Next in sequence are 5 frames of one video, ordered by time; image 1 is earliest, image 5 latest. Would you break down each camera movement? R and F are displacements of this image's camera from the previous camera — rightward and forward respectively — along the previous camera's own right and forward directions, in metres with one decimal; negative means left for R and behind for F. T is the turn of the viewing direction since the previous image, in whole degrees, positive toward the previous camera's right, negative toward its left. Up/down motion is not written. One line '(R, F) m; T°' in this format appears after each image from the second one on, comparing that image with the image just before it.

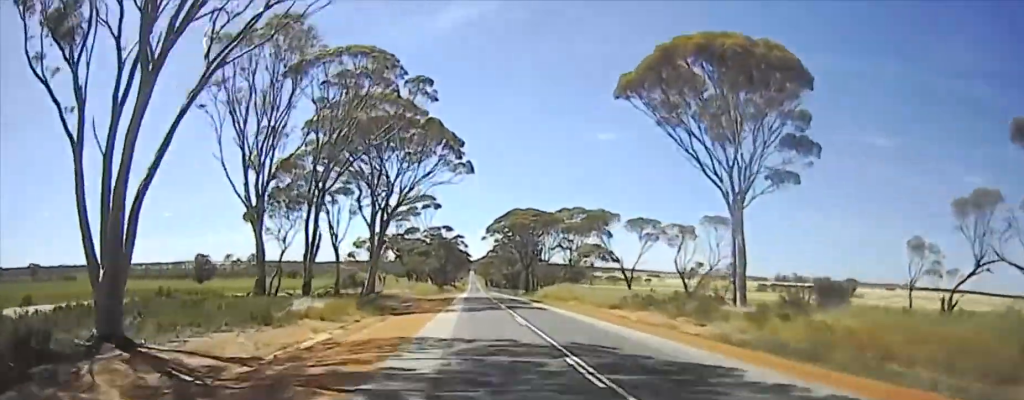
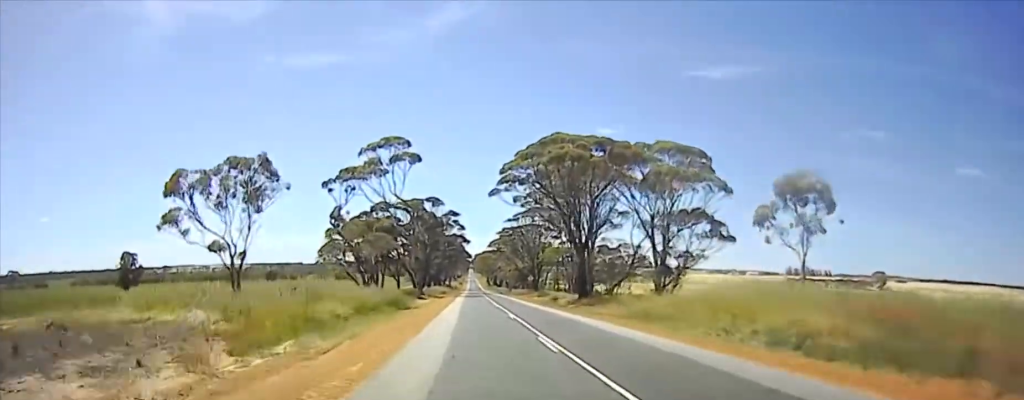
(-3.0, +63.3) m; -1°
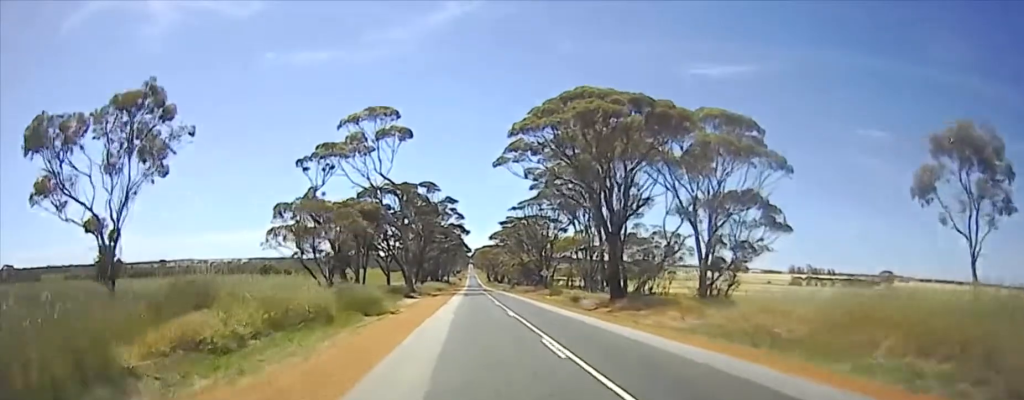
(-0.2, +16.2) m; +2°
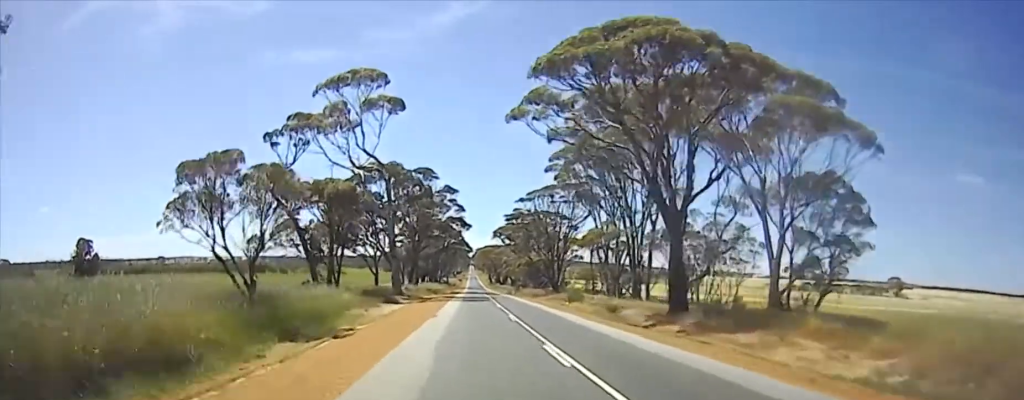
(+1.0, +17.3) m; +1°
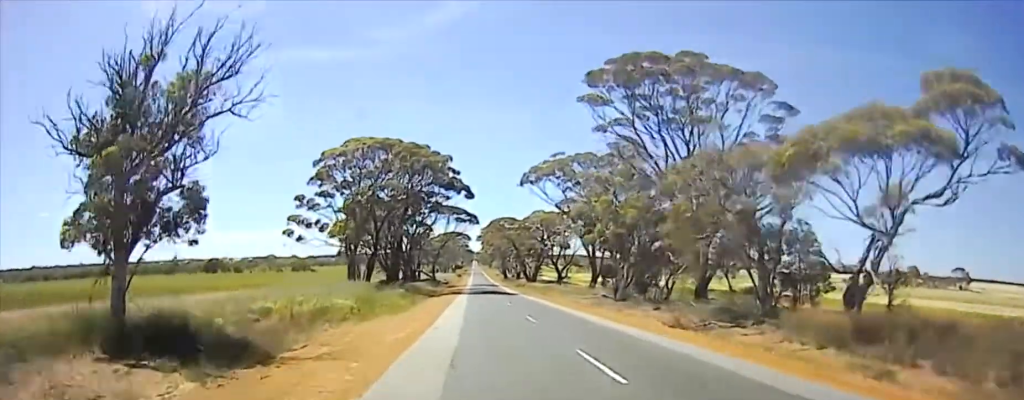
(-3.5, +99.3) m; -1°
